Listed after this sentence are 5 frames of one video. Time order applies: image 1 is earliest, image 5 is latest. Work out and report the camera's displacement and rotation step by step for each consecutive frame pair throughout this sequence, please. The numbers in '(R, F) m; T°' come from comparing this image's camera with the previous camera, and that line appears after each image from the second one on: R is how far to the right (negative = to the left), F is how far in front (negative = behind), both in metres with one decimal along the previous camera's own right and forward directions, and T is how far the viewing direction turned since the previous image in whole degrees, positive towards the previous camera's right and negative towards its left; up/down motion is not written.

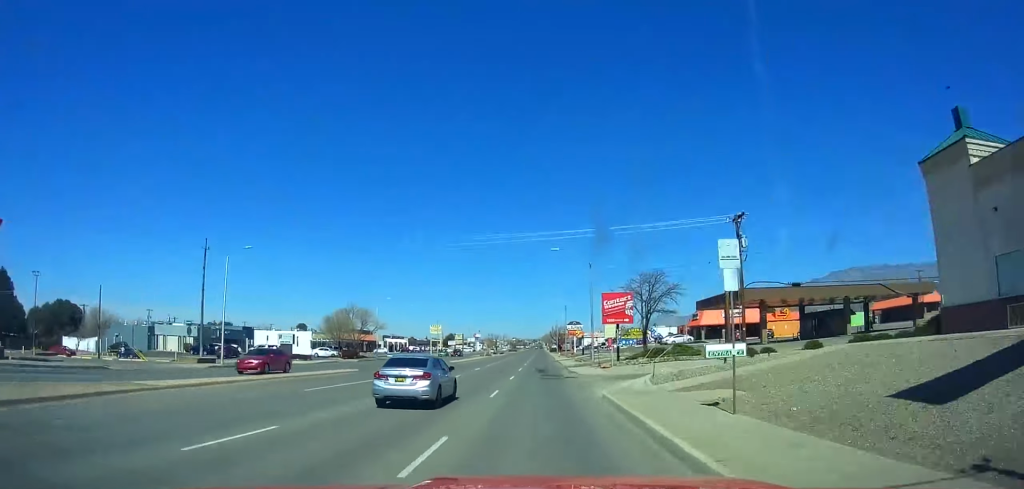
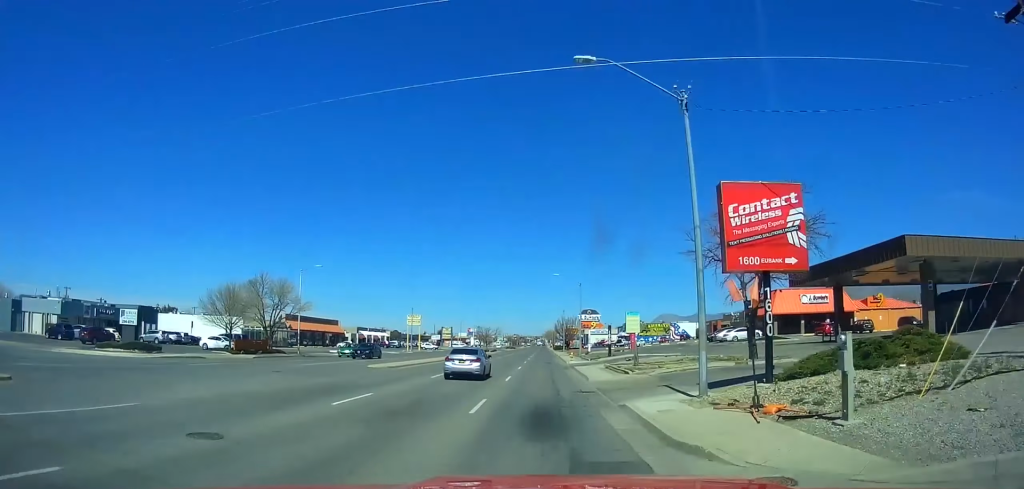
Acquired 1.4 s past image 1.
(+0.4, +28.5) m; 0°
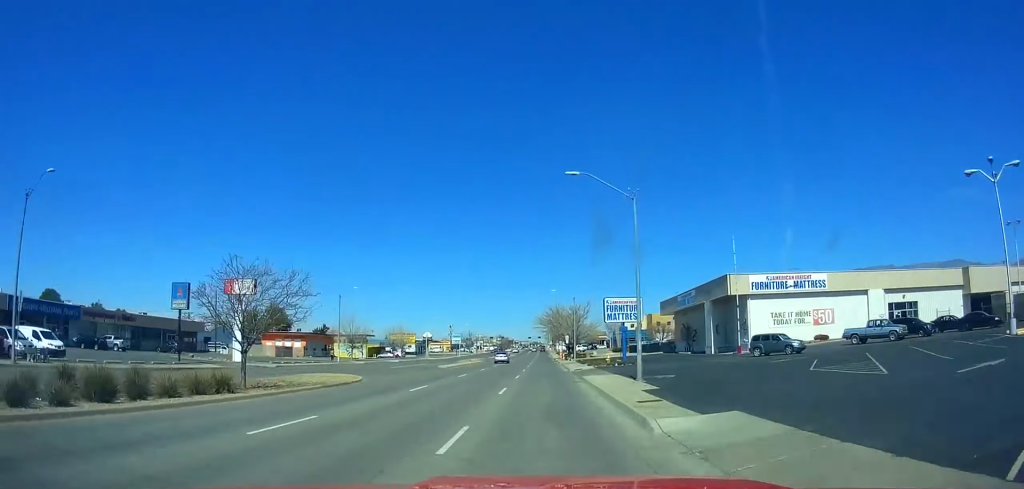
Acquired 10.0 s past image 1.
(-0.4, +175.7) m; 0°
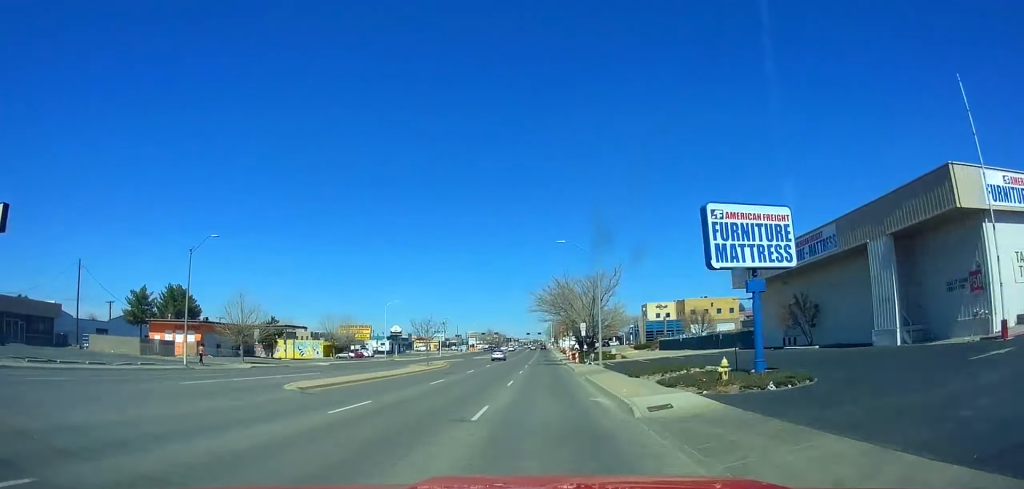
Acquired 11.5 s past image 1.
(-0.1, +31.3) m; 0°
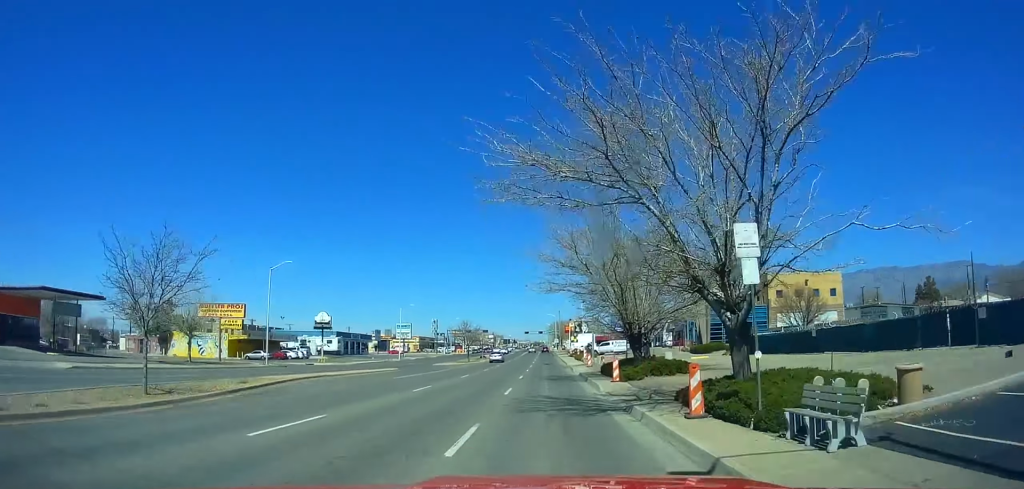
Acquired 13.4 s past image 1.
(-0.3, +39.2) m; 0°
